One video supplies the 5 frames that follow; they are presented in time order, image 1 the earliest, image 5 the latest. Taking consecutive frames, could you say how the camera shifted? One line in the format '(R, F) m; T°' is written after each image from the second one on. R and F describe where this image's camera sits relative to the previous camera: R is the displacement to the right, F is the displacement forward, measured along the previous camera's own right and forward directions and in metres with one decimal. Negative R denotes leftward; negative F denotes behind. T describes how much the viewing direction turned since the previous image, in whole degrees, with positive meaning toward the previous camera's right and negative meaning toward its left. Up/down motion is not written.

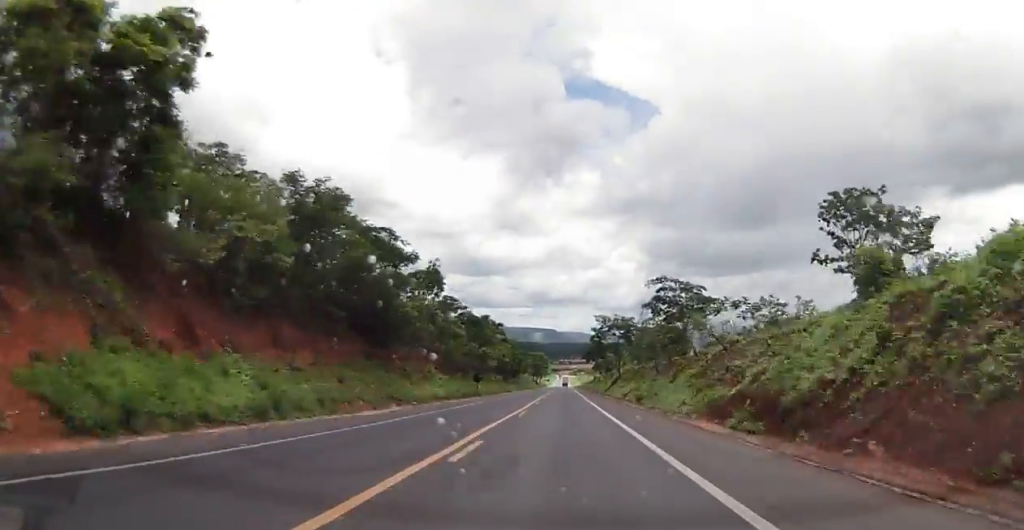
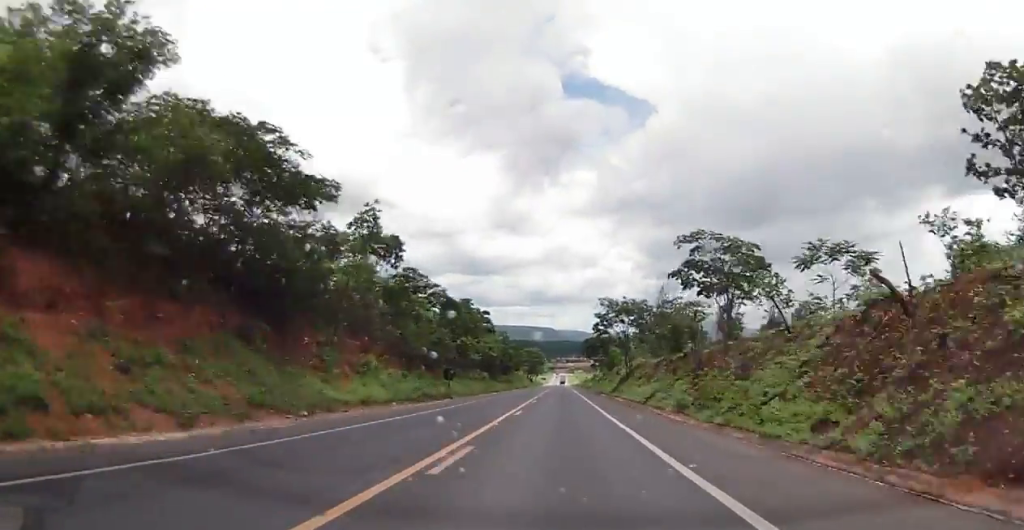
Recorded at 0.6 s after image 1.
(-0.2, +16.1) m; 0°
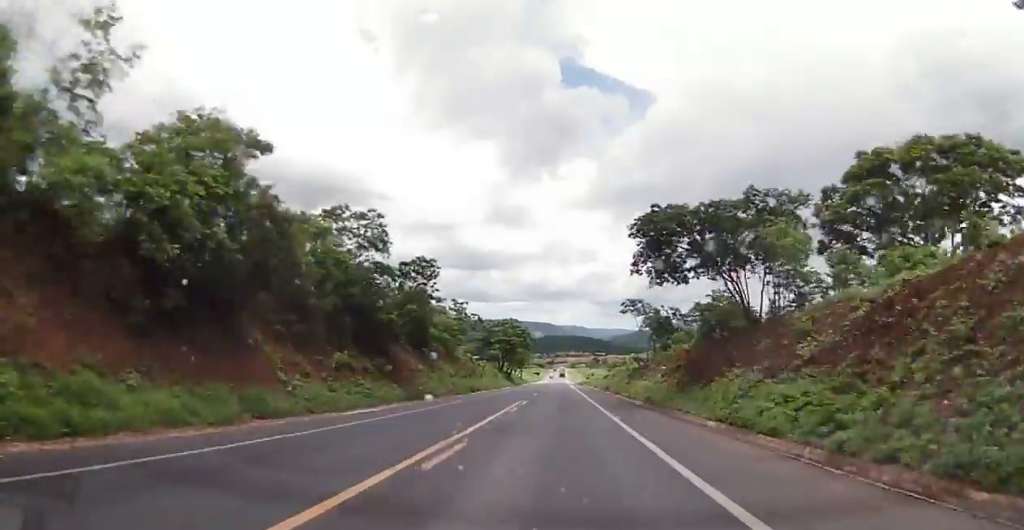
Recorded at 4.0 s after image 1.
(+0.2, +89.0) m; -1°
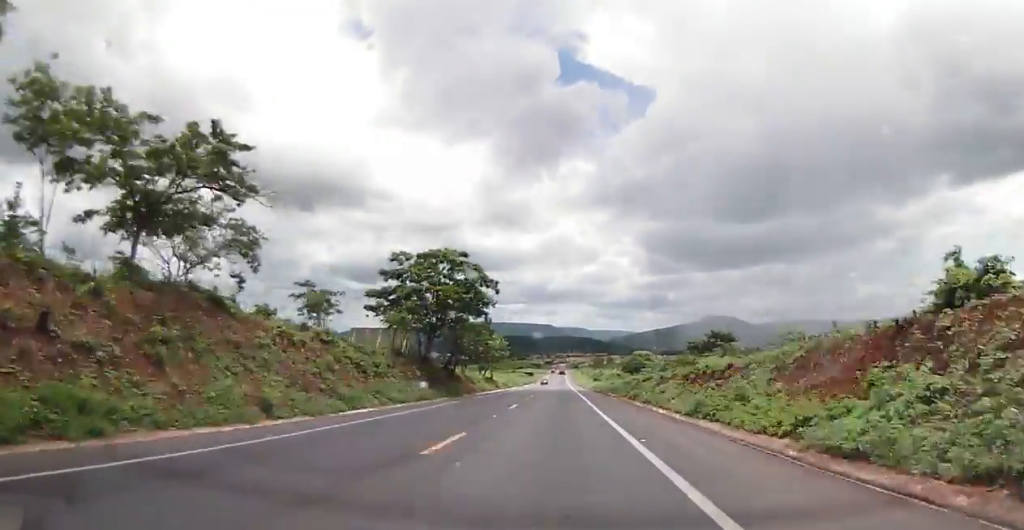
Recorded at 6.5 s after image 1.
(+1.5, +69.8) m; +2°
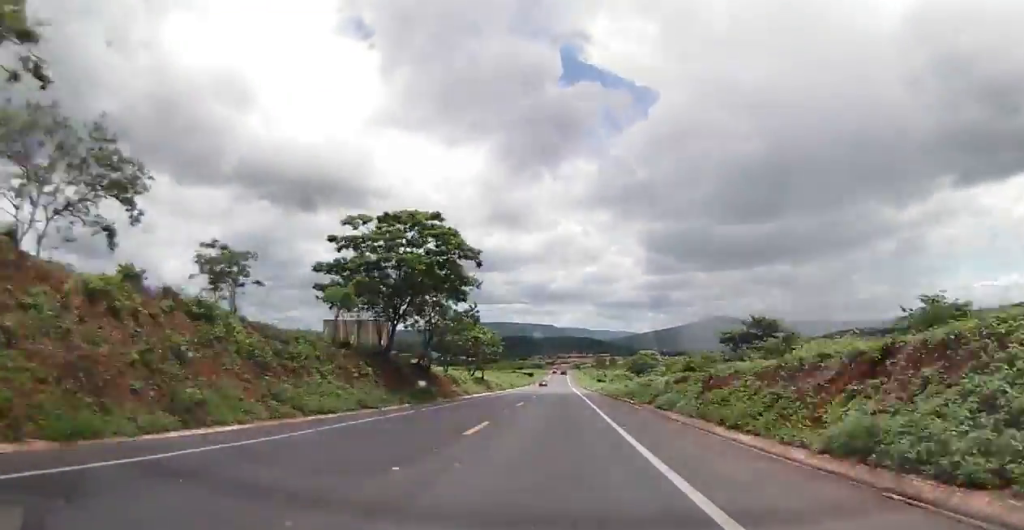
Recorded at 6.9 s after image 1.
(+0.1, +13.1) m; 0°
